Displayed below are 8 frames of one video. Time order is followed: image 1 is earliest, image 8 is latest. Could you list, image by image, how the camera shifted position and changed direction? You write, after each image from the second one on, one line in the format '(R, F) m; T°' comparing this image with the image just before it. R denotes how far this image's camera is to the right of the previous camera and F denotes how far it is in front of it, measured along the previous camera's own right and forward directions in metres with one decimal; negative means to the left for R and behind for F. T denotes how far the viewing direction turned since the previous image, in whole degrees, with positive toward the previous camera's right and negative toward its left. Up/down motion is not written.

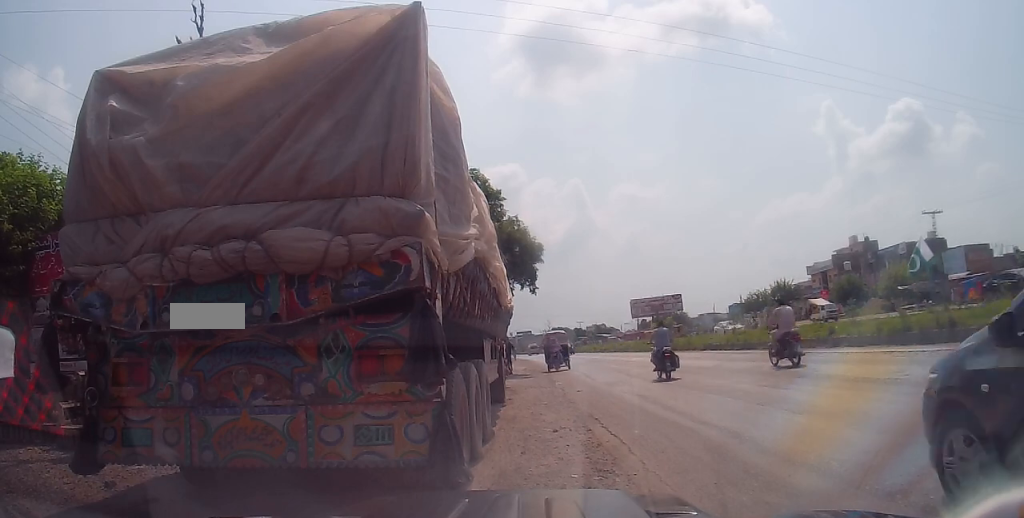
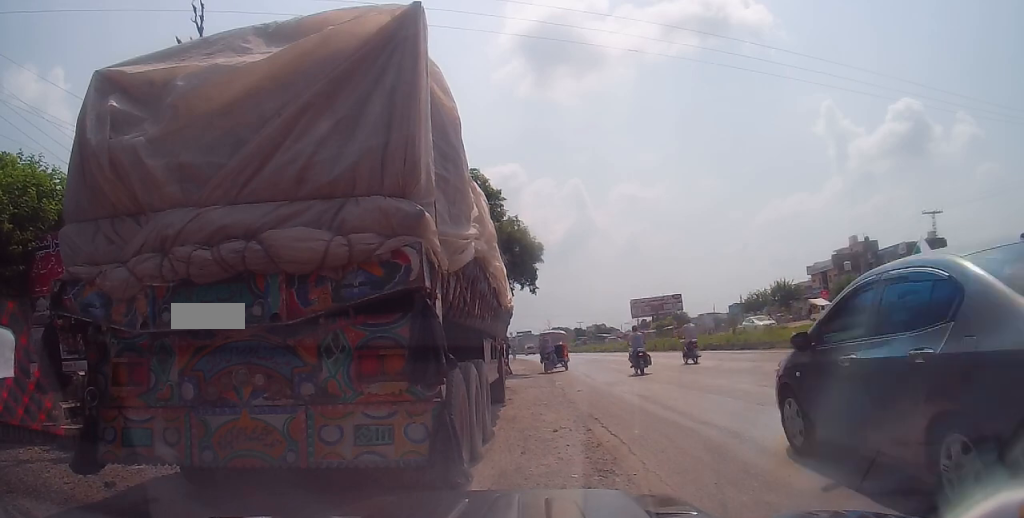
(0.0, 0.0) m; 0°
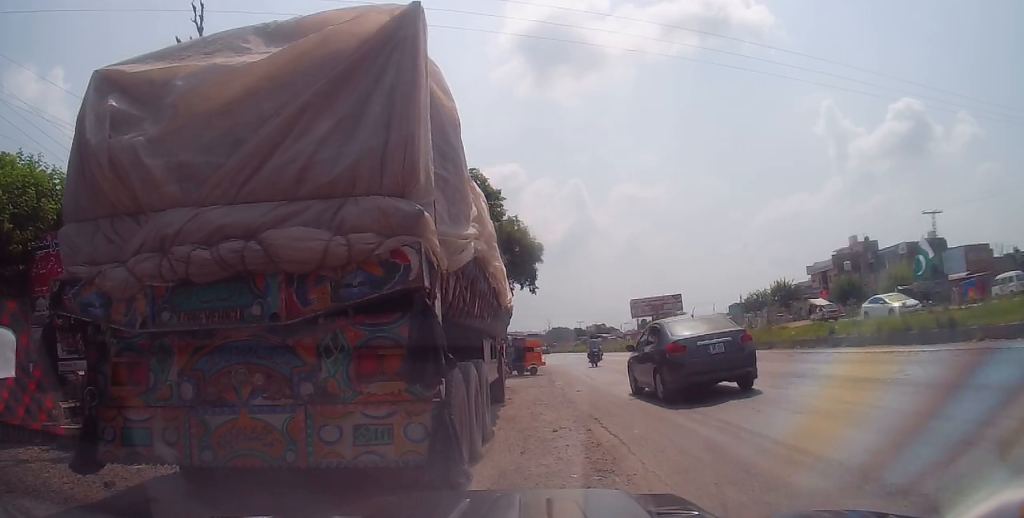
(0.0, 0.0) m; 0°
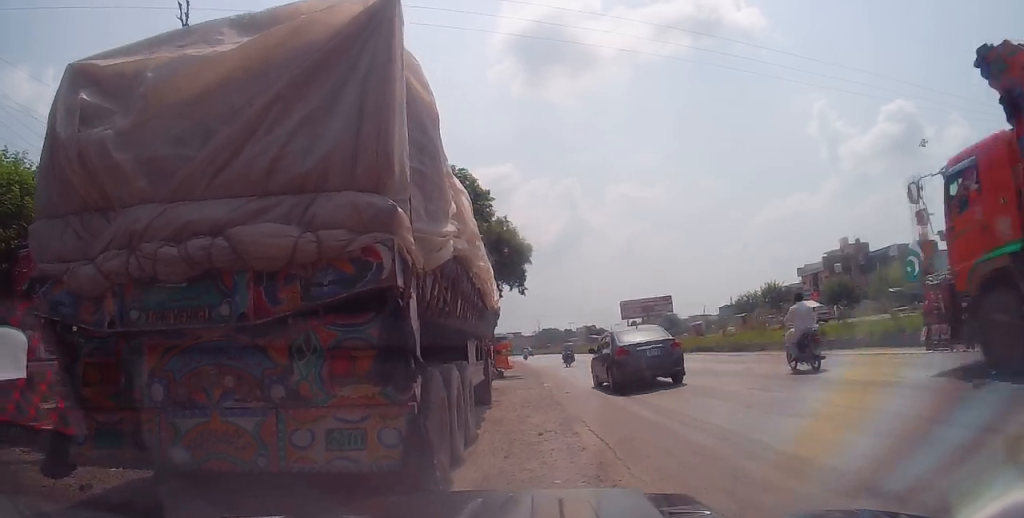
(0.0, 0.0) m; 0°
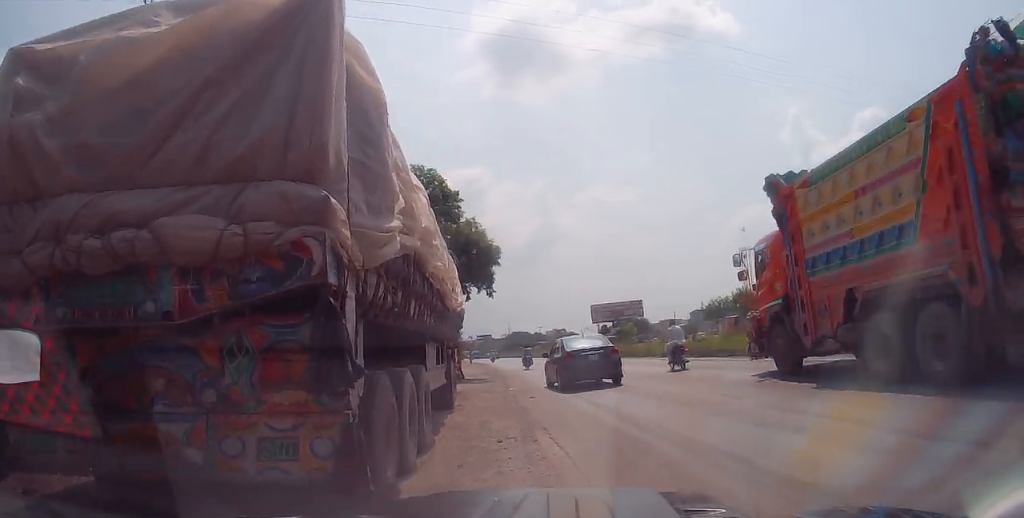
(0.0, +0.2) m; 0°
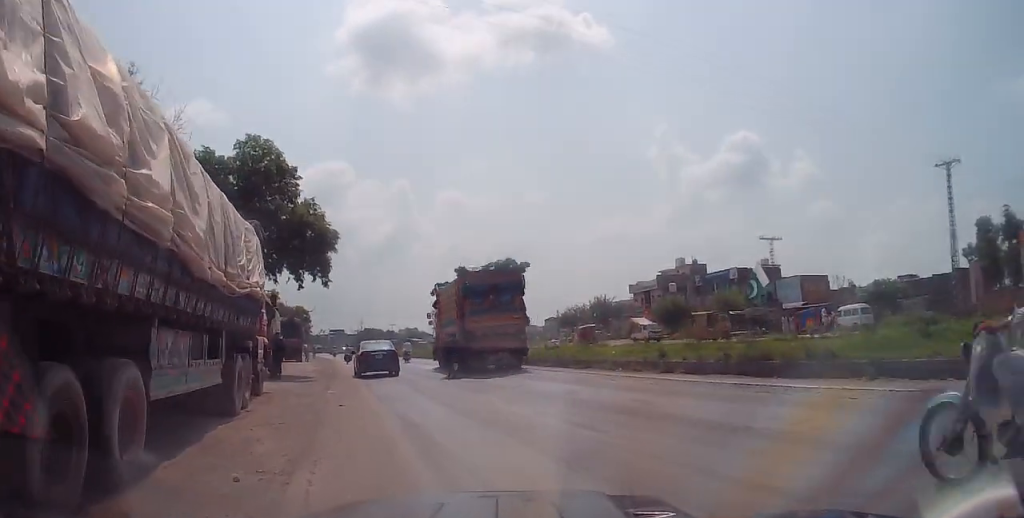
(0.0, +2.5) m; -2°
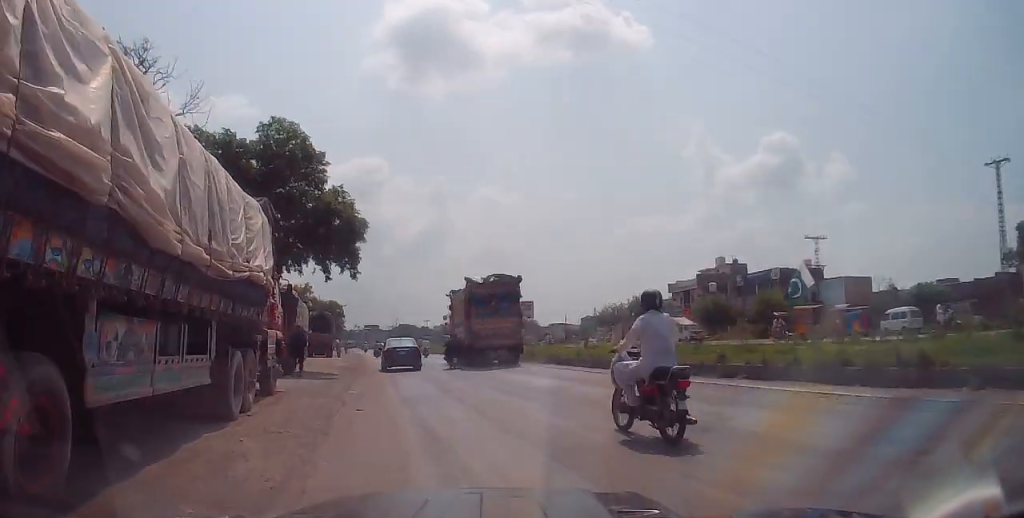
(0.0, +1.6) m; -4°
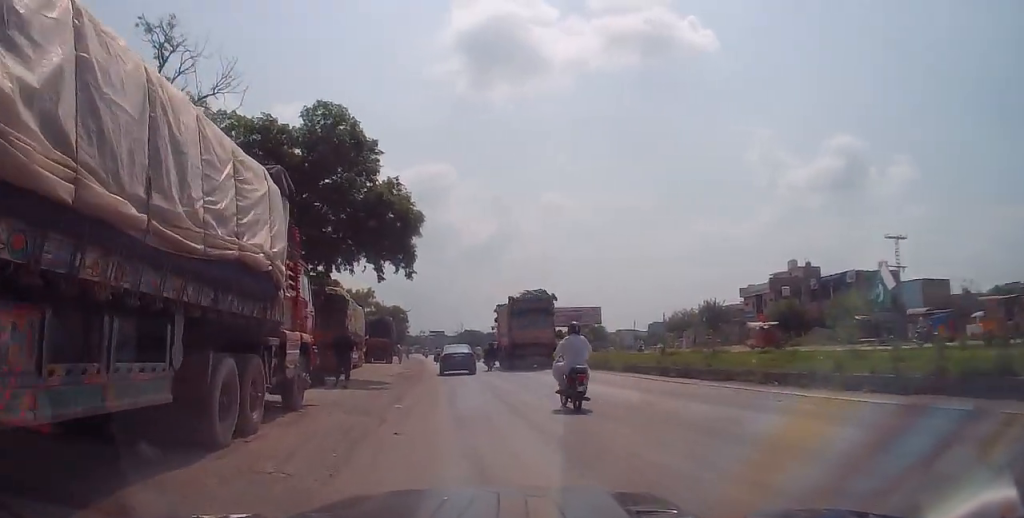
(-0.2, +2.6) m; -1°
